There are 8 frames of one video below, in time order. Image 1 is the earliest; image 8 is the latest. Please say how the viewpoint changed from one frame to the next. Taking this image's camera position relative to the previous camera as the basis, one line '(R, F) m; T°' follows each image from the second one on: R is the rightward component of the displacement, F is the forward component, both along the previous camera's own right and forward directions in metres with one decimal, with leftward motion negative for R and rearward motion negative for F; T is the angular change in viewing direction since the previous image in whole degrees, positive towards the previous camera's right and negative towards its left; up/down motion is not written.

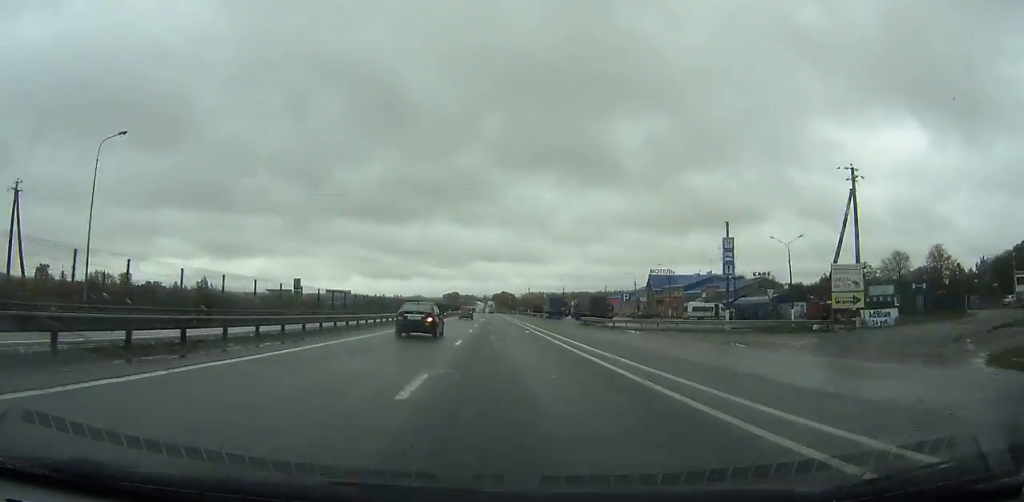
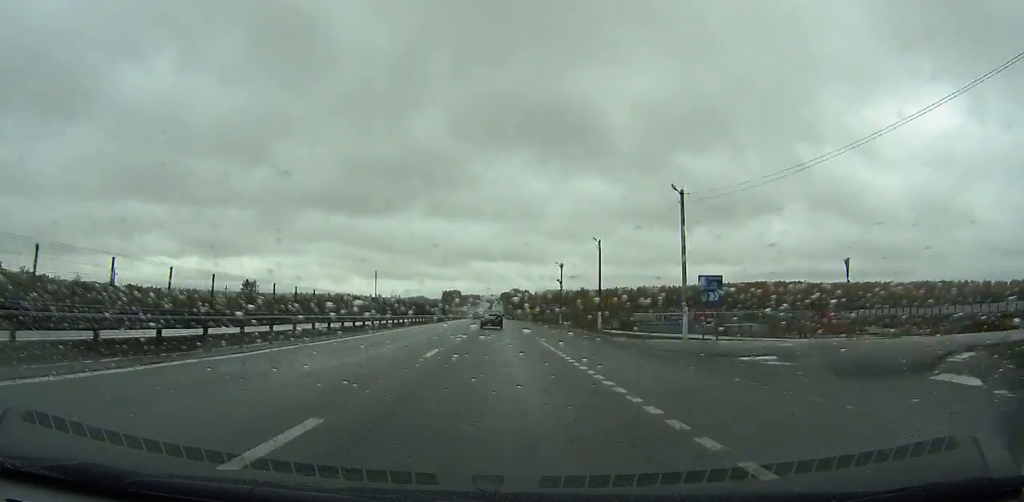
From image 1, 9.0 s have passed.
(-2.6, +212.3) m; -1°
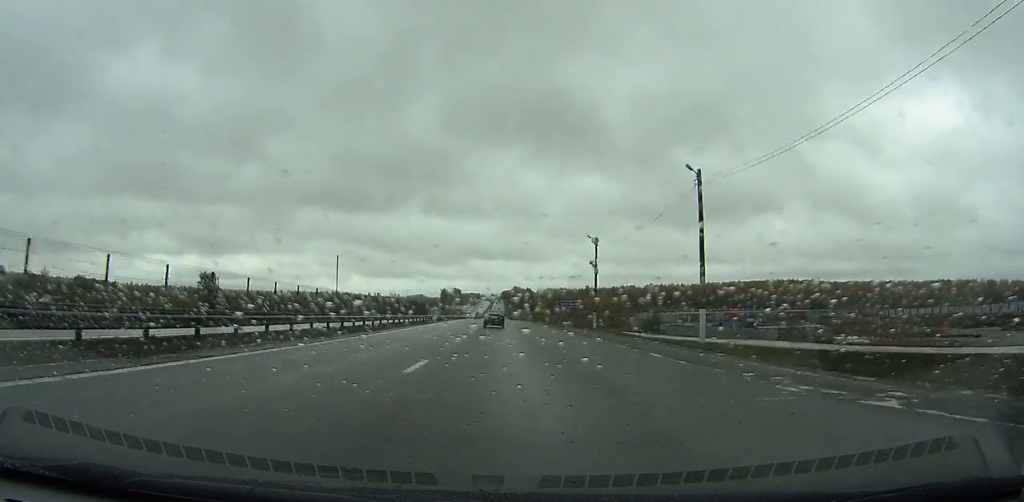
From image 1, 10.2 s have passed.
(+0.1, +27.9) m; 0°
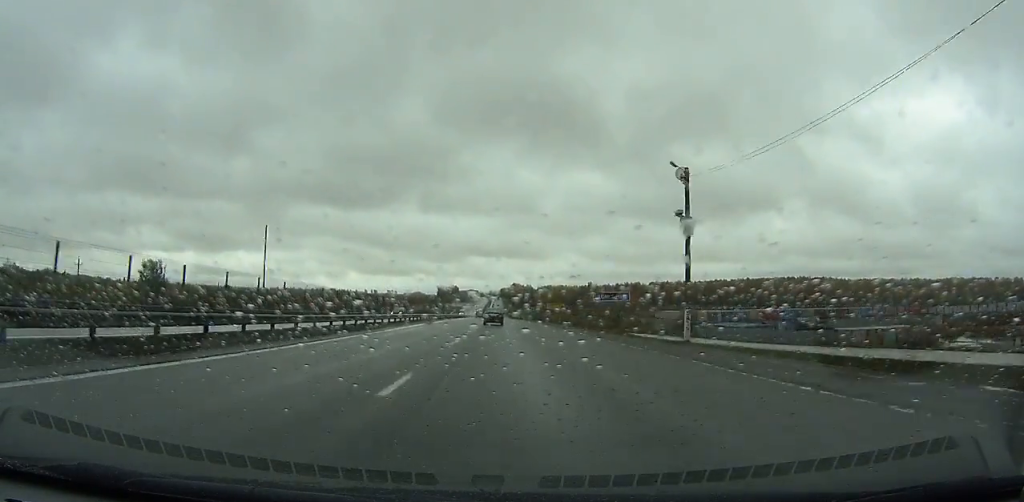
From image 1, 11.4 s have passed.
(+0.1, +27.9) m; 0°
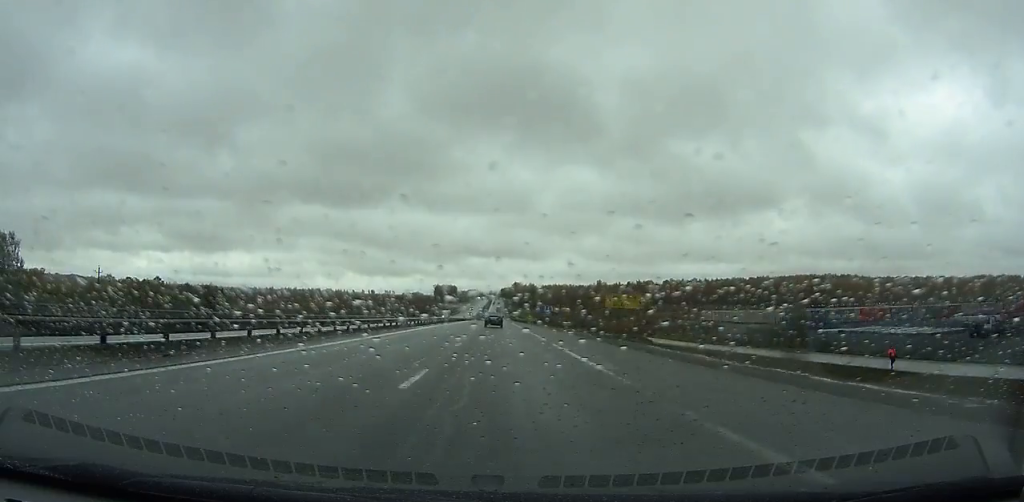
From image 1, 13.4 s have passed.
(0.0, +46.8) m; 0°
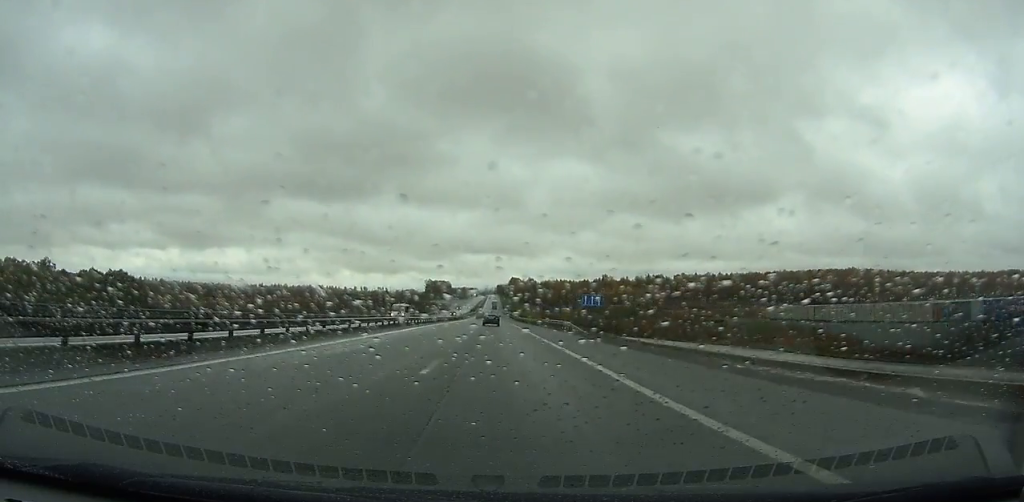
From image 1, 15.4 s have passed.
(0.0, +47.3) m; 0°
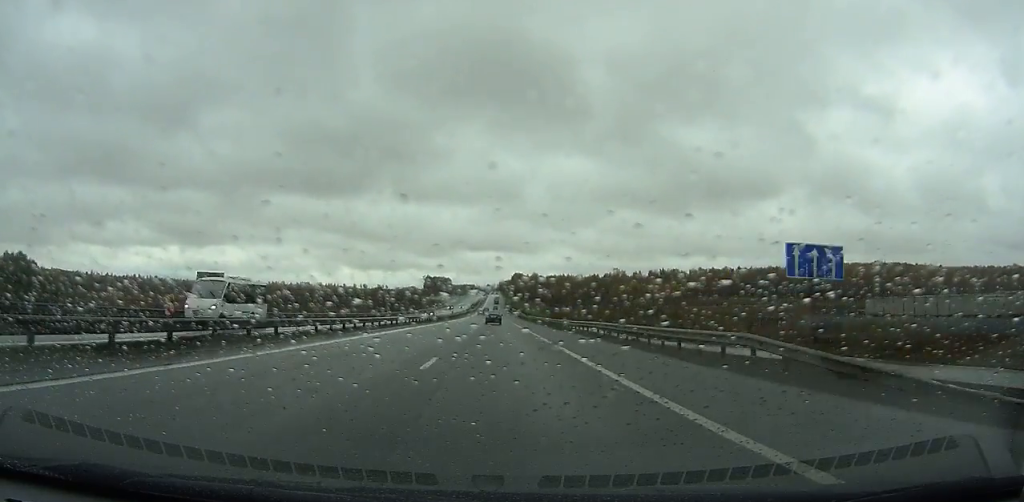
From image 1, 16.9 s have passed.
(0.0, +36.1) m; 0°
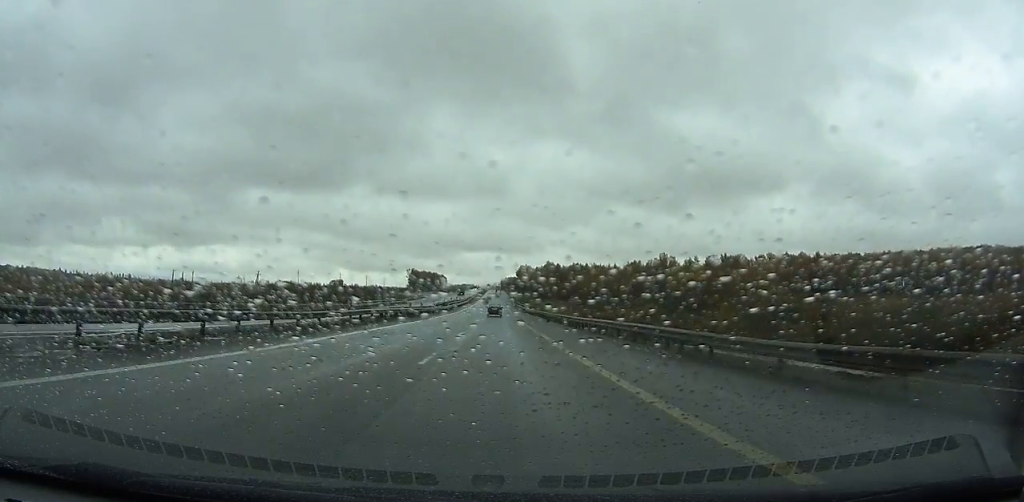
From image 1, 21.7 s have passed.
(+0.1, +118.3) m; 0°
